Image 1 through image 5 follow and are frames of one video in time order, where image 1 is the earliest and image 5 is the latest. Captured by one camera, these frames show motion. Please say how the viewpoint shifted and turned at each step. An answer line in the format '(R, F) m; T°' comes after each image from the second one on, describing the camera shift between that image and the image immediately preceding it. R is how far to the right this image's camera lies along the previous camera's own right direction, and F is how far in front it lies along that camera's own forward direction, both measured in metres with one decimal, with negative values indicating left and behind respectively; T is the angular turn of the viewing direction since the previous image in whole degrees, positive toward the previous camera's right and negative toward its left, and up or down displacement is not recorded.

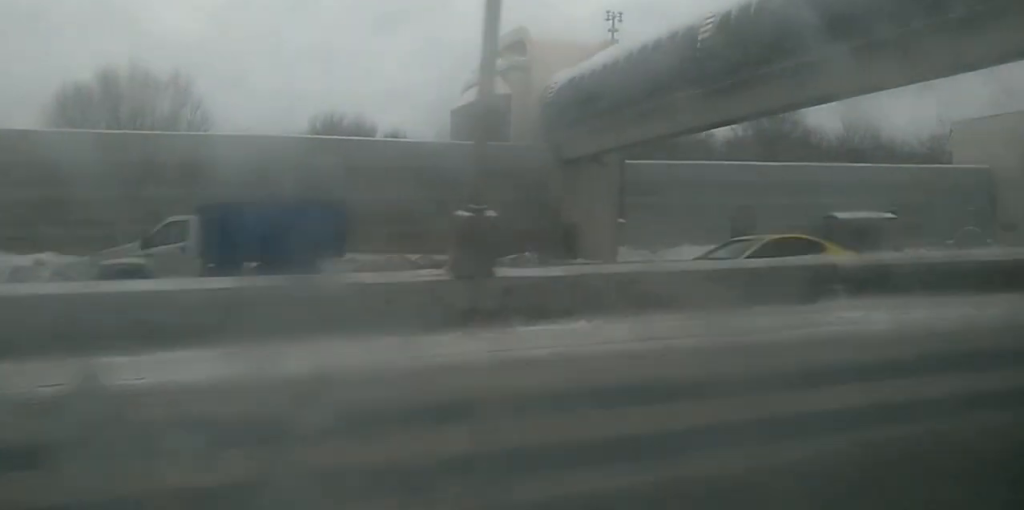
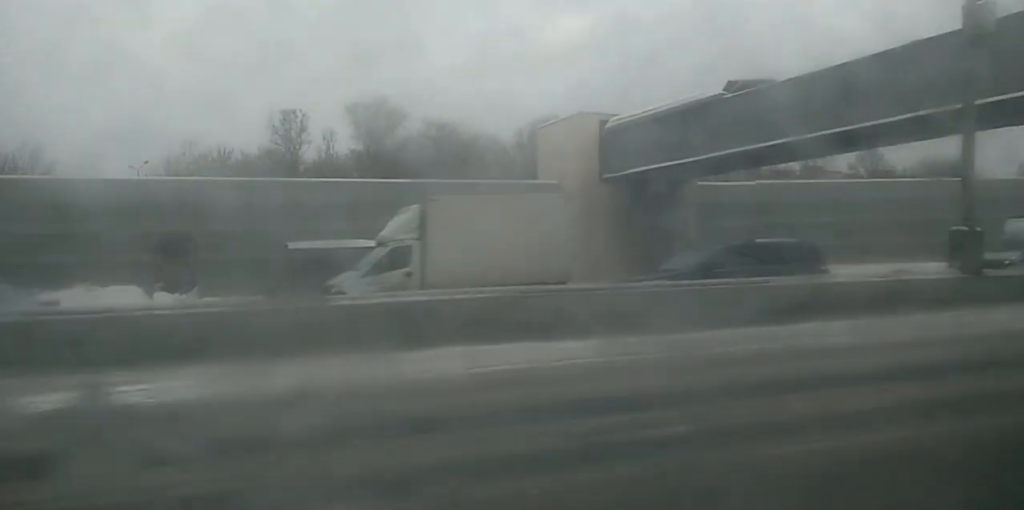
(+1.1, +31.6) m; +2°
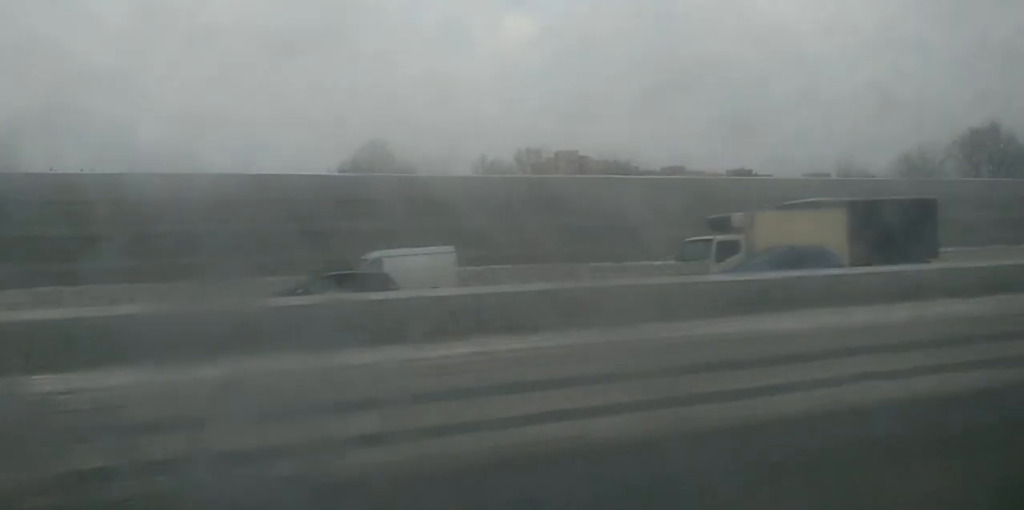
(+1.4, +63.5) m; +4°
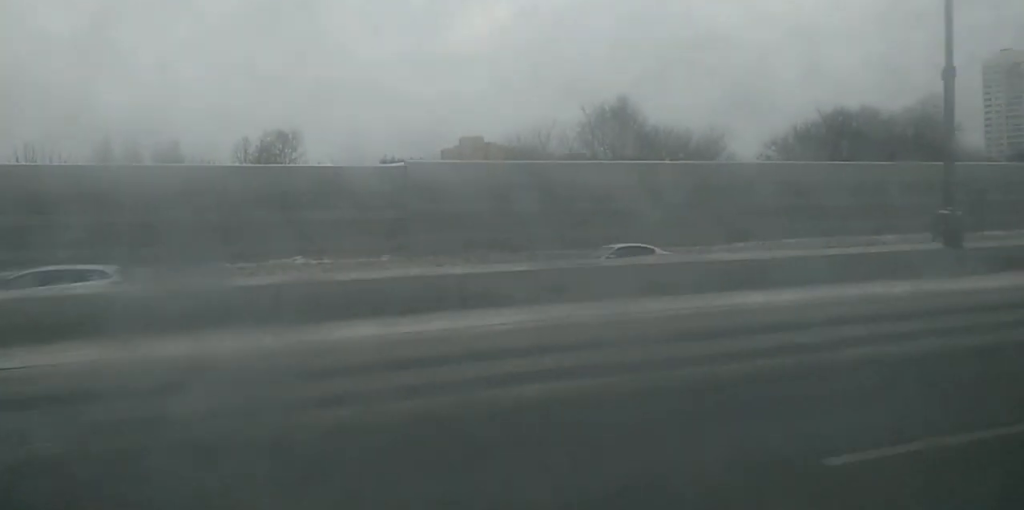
(+0.8, +46.7) m; +2°
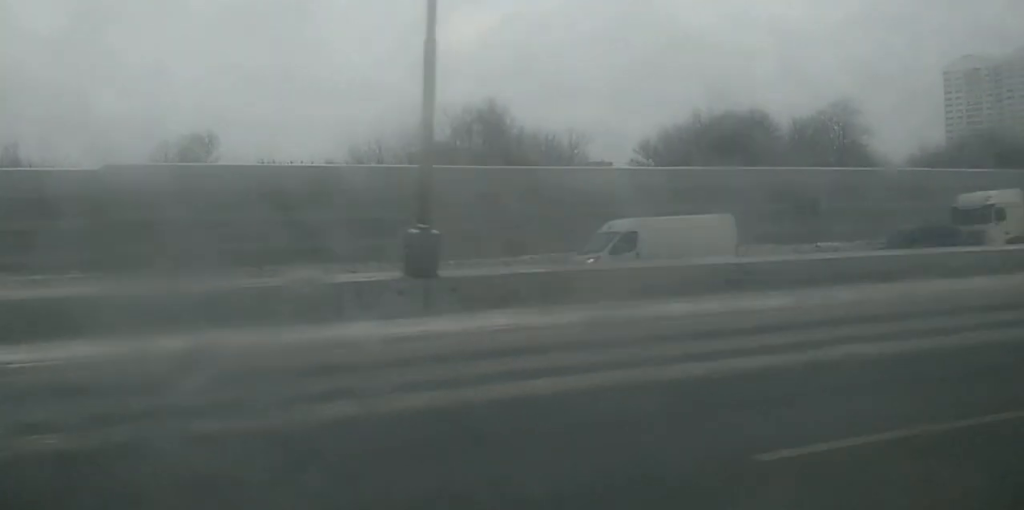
(+0.2, +11.4) m; 0°
